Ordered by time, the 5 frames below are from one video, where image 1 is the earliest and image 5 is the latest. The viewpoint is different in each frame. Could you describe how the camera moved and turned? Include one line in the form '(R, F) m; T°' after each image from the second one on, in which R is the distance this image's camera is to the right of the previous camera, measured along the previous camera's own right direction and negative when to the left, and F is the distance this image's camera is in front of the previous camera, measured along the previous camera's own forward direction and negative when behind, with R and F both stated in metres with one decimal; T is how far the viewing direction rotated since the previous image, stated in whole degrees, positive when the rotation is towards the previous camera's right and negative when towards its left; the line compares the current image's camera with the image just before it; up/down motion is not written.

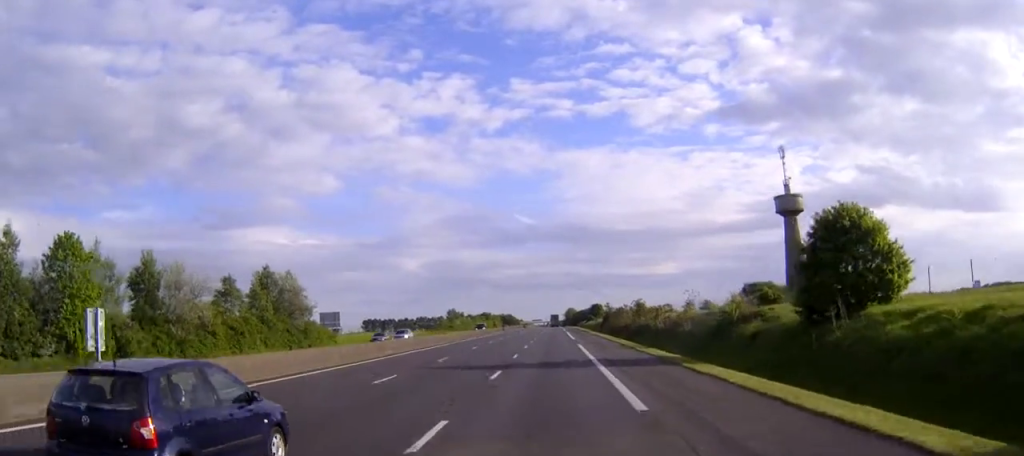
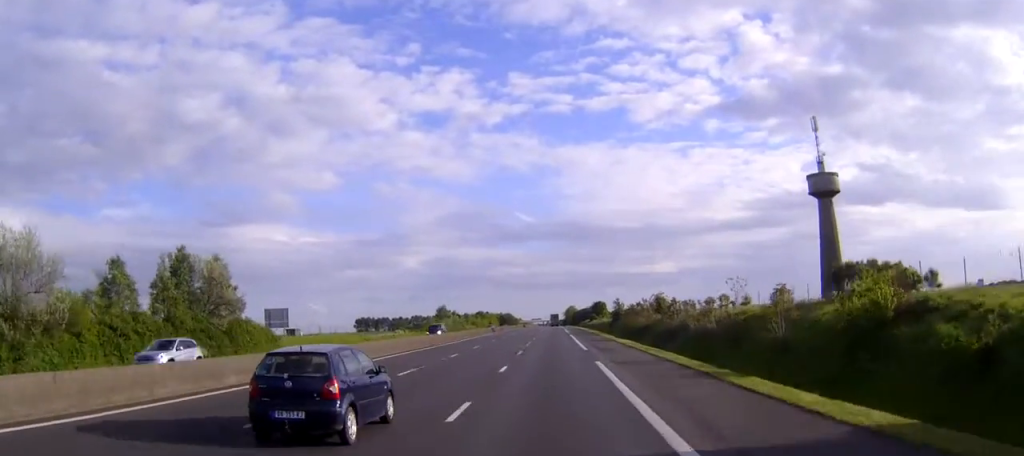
(0.0, +22.7) m; 0°
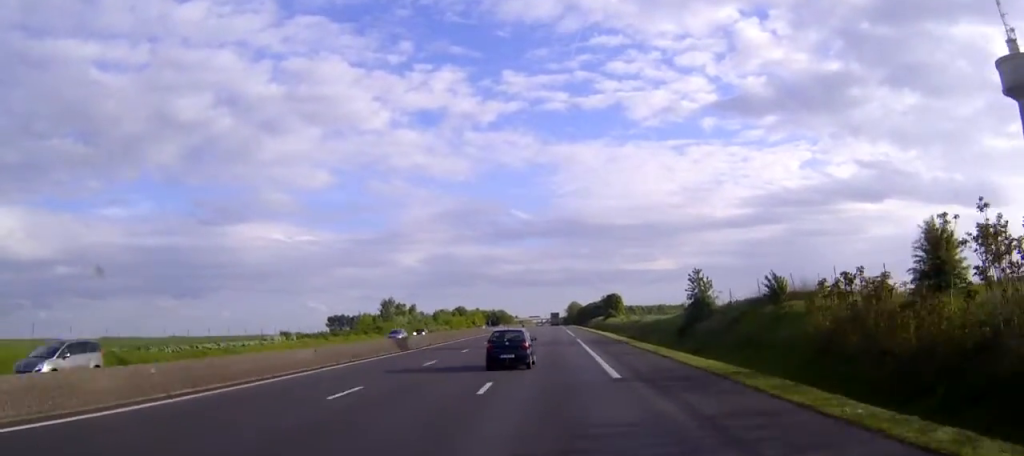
(-0.2, +73.9) m; 0°
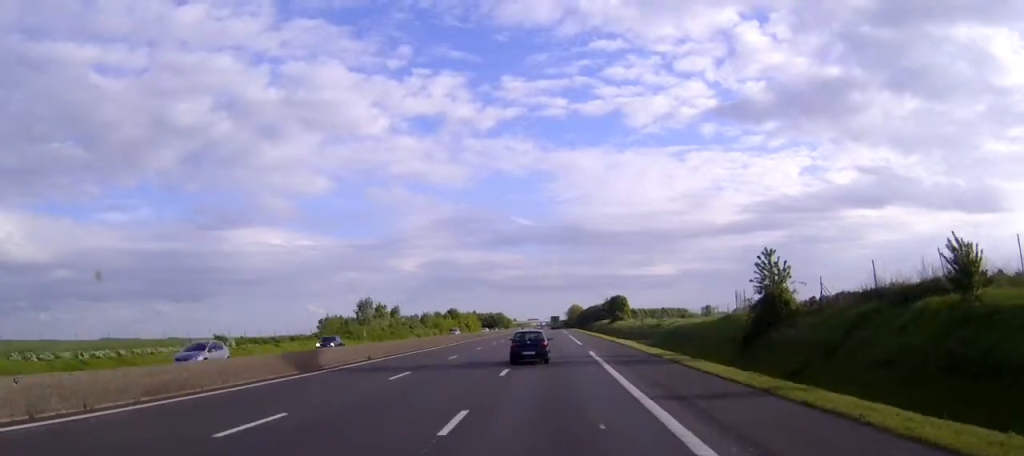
(0.0, +19.6) m; 0°
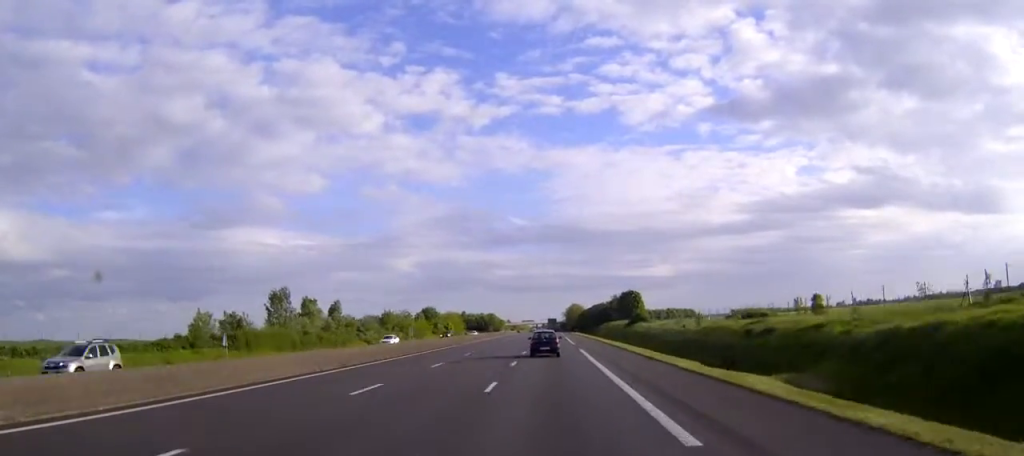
(+0.1, +43.9) m; 0°
